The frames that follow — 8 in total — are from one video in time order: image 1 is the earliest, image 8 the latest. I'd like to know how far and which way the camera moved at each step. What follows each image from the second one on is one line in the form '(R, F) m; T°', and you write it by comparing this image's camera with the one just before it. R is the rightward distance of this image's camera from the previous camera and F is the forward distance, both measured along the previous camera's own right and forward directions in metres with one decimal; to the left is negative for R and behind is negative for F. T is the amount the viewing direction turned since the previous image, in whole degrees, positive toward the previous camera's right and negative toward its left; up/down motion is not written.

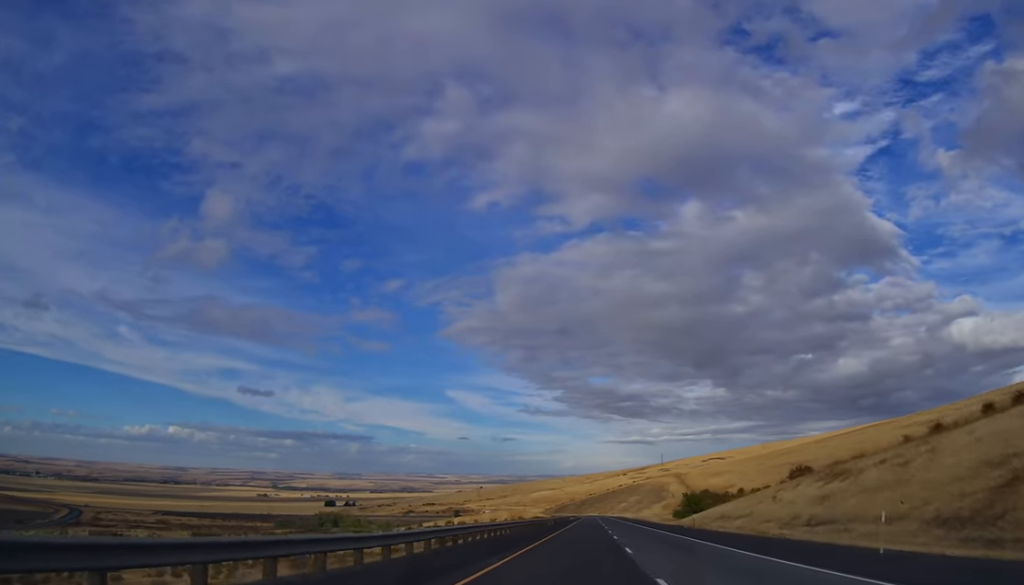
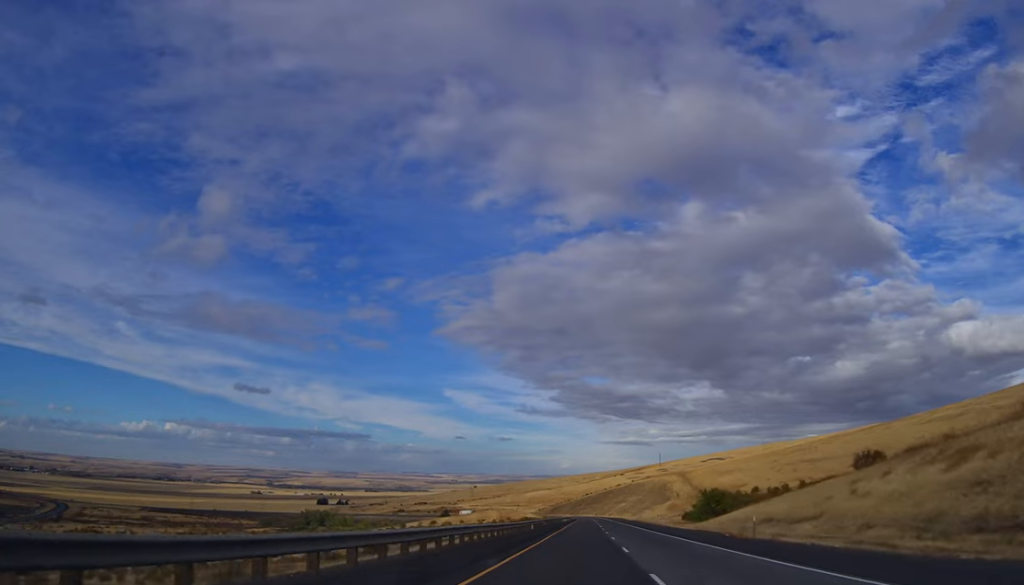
(+0.3, +23.4) m; +1°
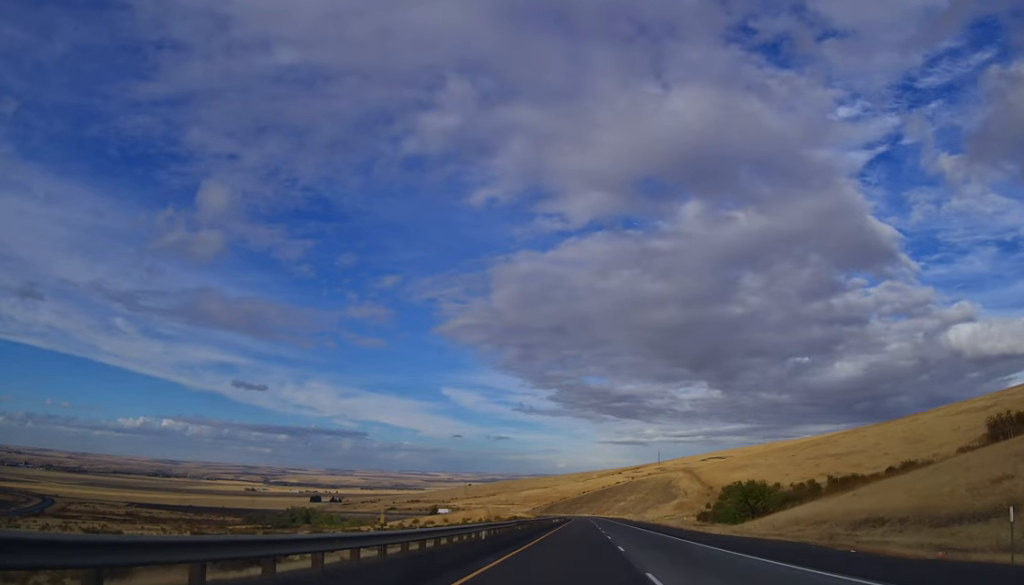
(+0.2, +24.6) m; +1°
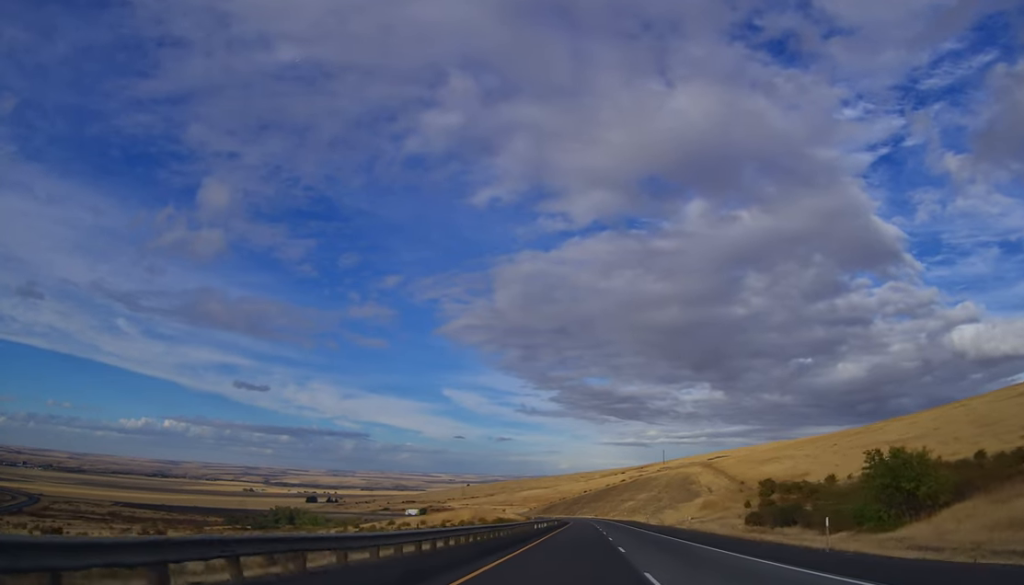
(+0.4, +36.9) m; +1°
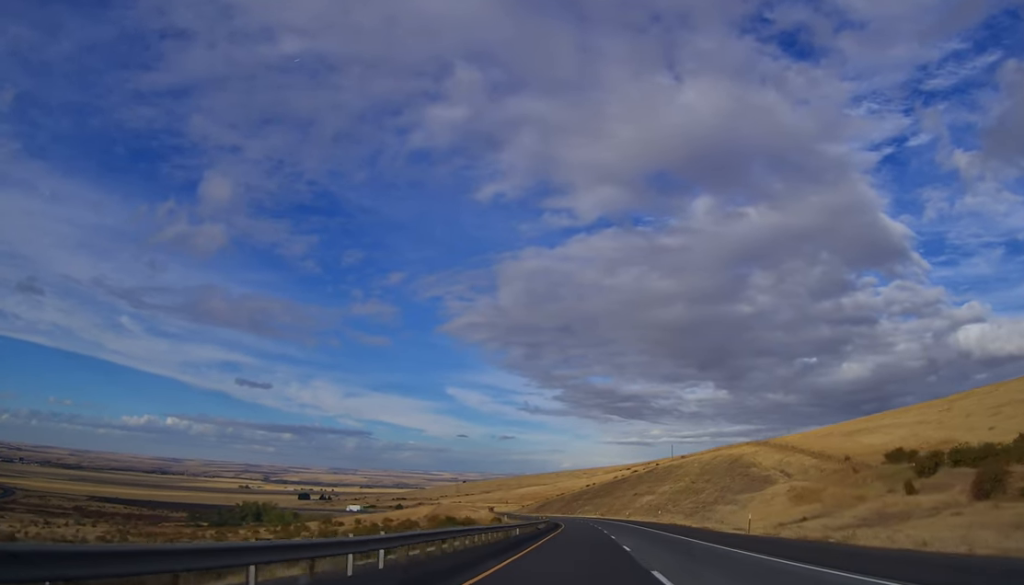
(-0.2, +61.5) m; 0°
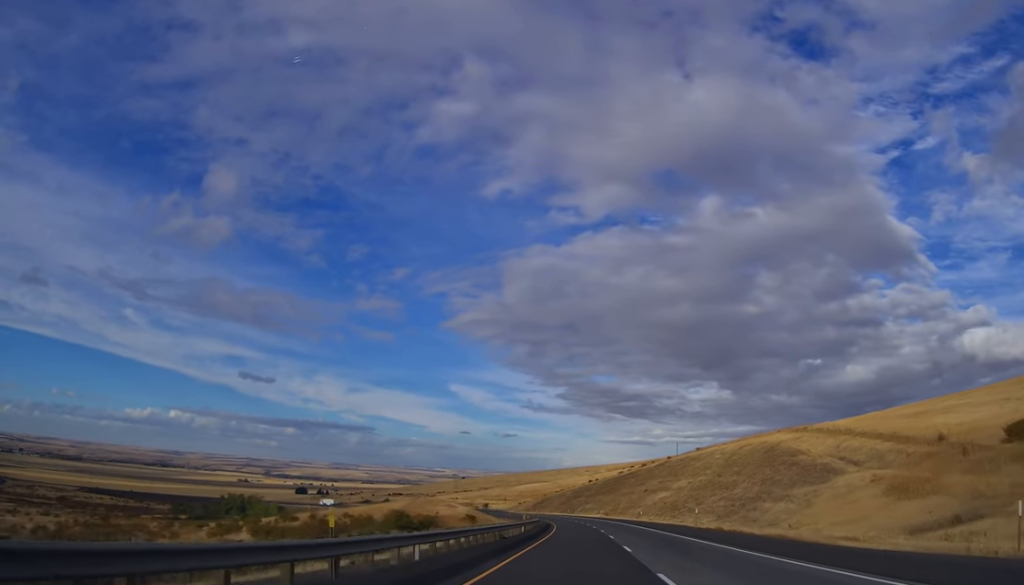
(+0.7, +25.7) m; 0°
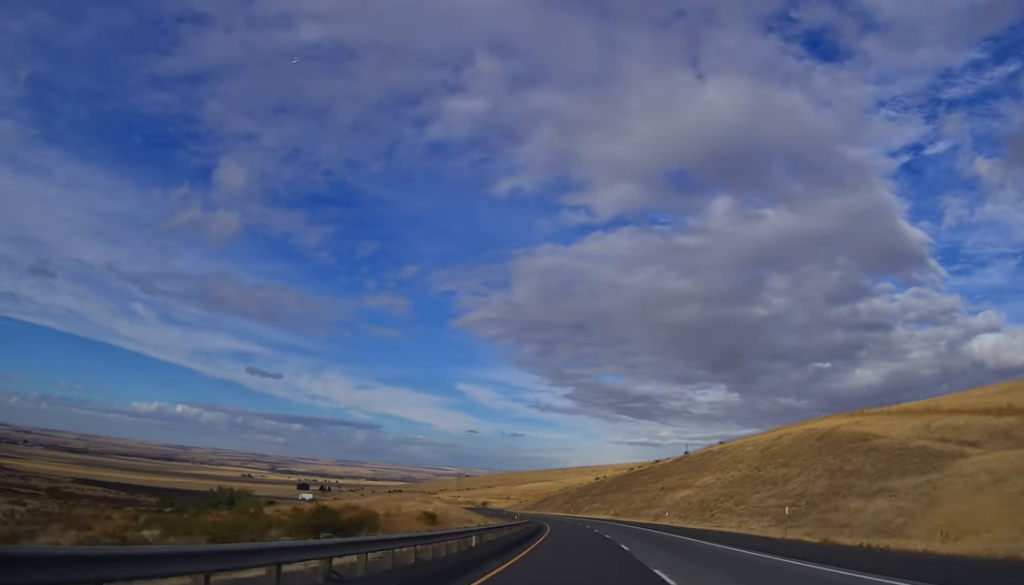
(-0.5, +23.6) m; -1°
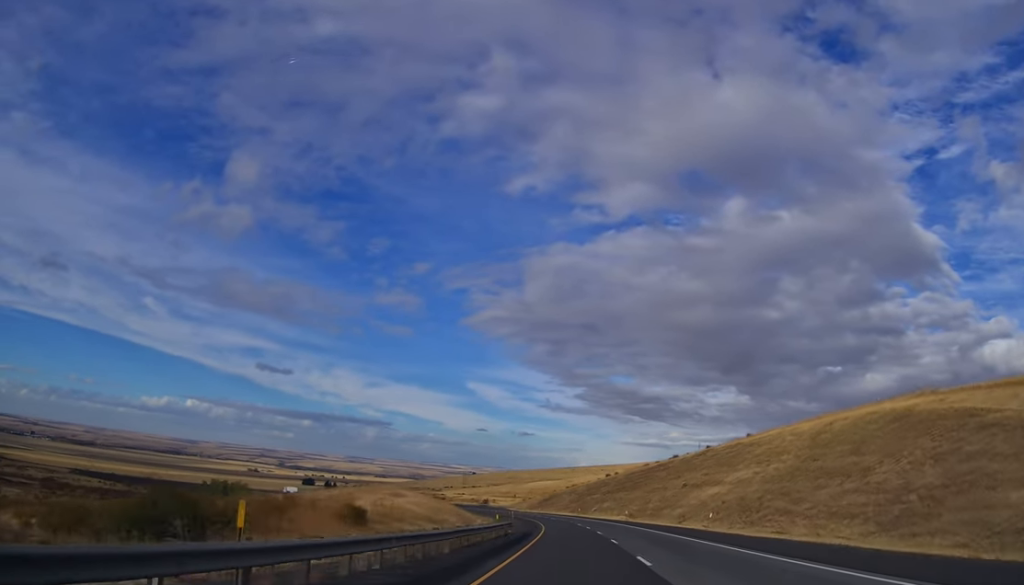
(-0.2, +20.2) m; 0°
